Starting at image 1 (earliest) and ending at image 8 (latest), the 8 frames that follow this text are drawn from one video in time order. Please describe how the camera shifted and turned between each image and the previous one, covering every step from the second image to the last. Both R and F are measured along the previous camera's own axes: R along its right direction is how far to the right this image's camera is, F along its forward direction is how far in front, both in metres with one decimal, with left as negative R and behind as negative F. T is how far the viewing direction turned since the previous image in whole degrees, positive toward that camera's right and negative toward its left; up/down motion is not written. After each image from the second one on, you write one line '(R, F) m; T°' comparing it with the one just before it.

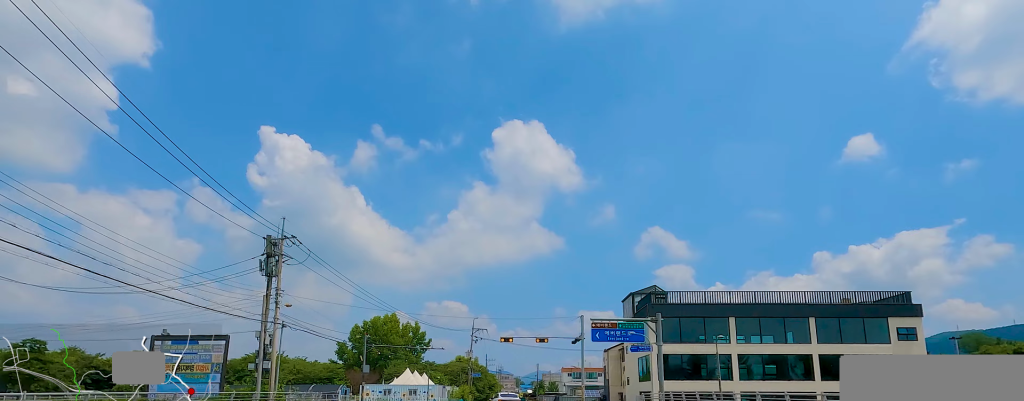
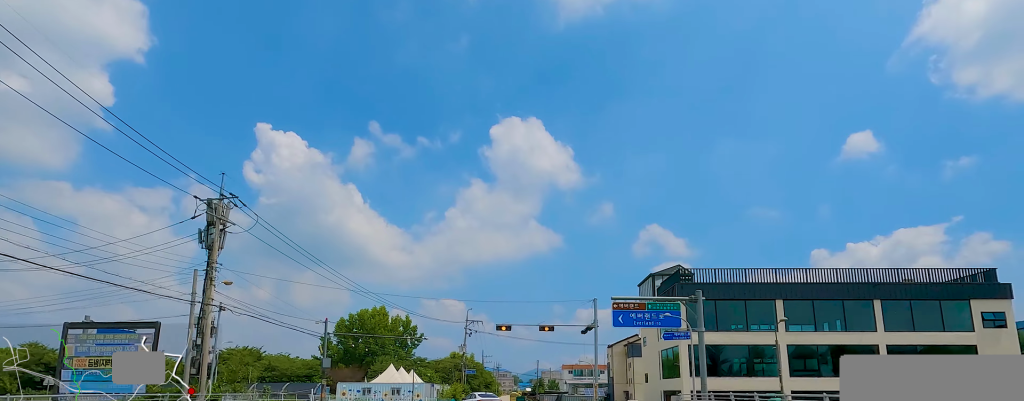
(-0.1, +7.6) m; +2°
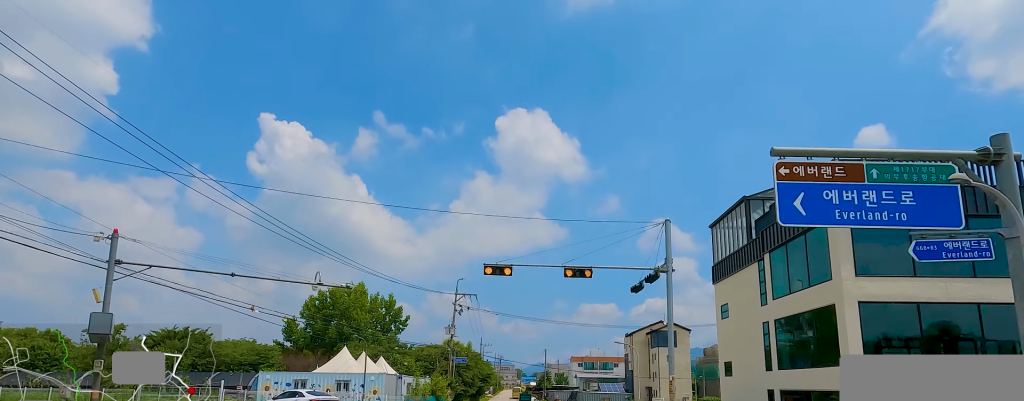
(+1.7, +16.3) m; 0°
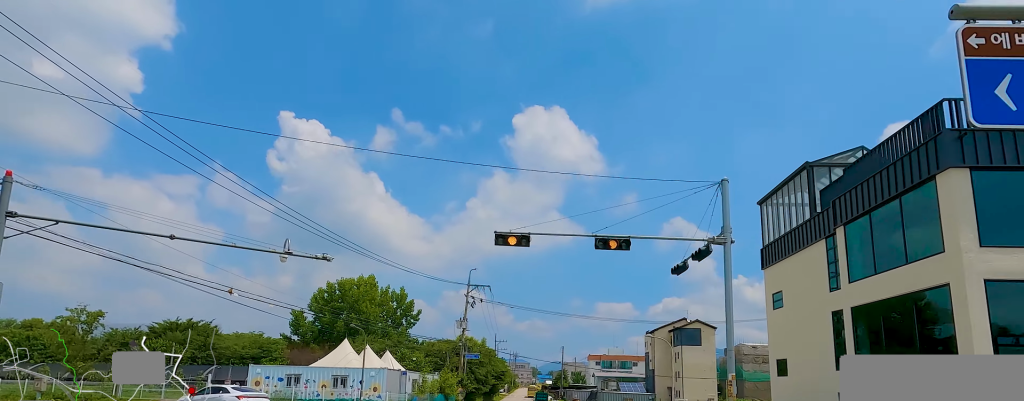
(-0.6, +3.9) m; -7°
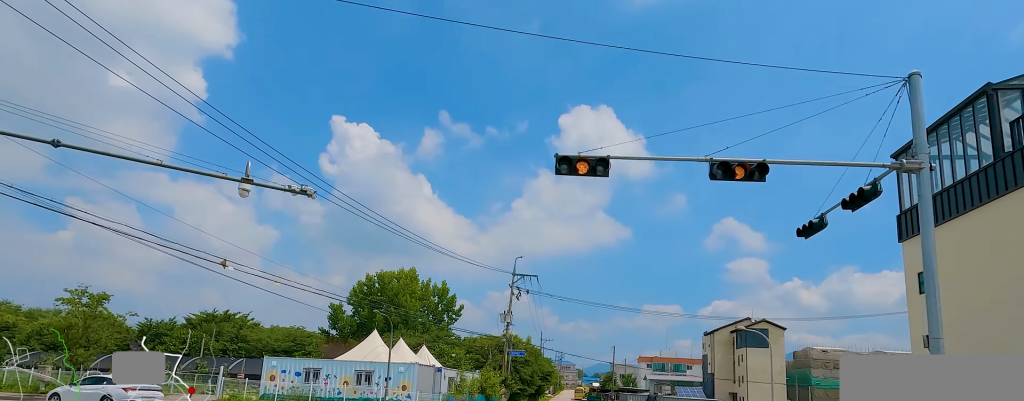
(-0.4, +5.8) m; -12°
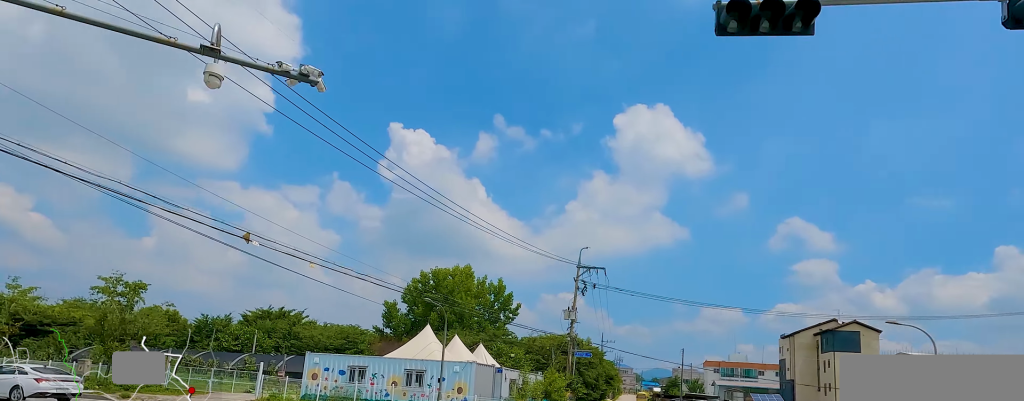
(-0.6, +4.7) m; -13°
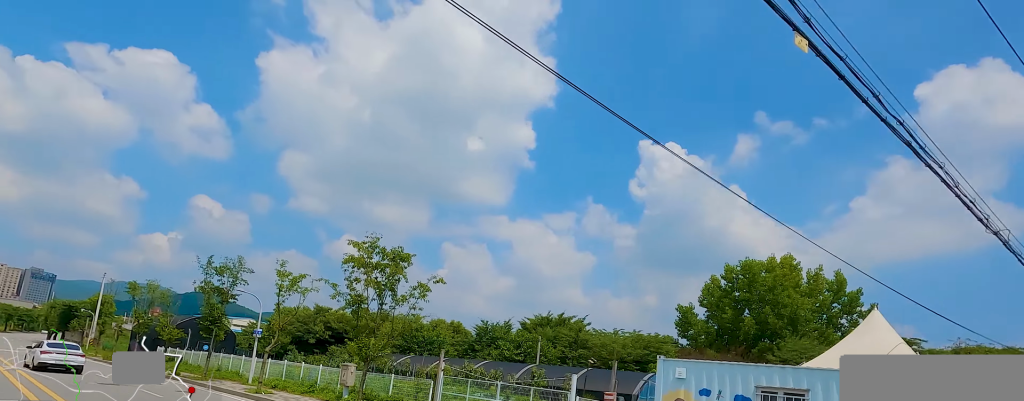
(-6.4, +14.2) m; -40°
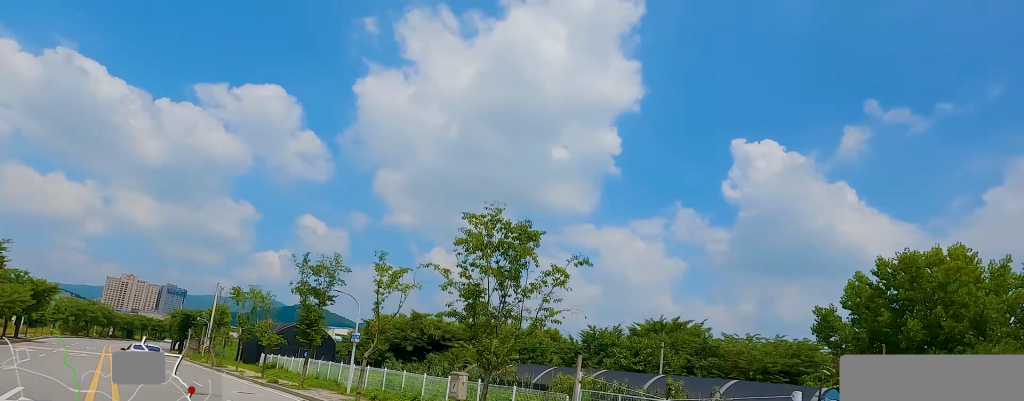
(-0.4, +5.3) m; -4°
